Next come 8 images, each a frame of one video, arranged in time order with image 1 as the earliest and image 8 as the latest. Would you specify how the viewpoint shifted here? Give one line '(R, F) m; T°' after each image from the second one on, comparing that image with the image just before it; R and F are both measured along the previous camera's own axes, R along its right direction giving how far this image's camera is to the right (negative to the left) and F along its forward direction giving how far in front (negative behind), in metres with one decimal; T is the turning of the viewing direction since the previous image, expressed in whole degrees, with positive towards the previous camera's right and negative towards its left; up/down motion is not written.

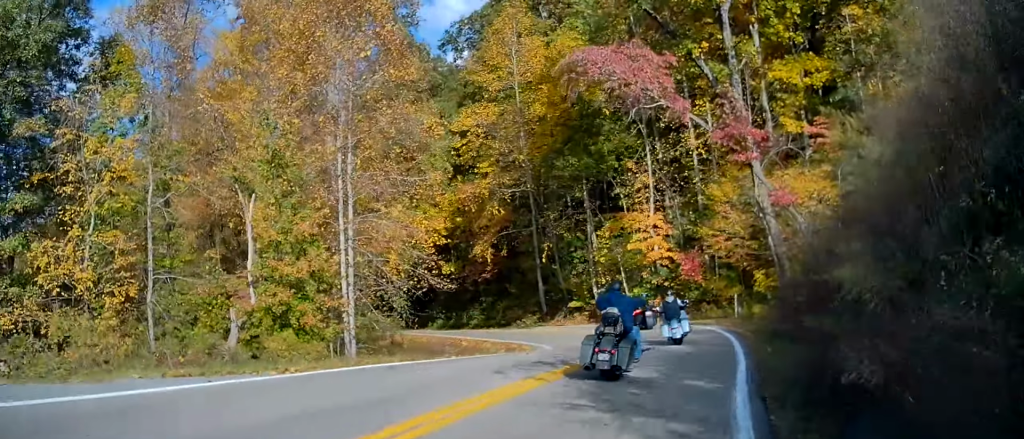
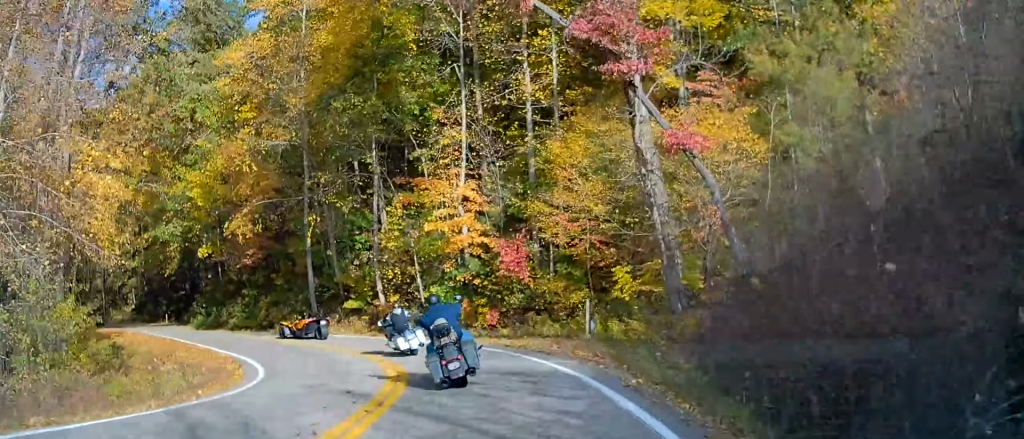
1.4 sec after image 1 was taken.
(+0.8, +12.5) m; +9°
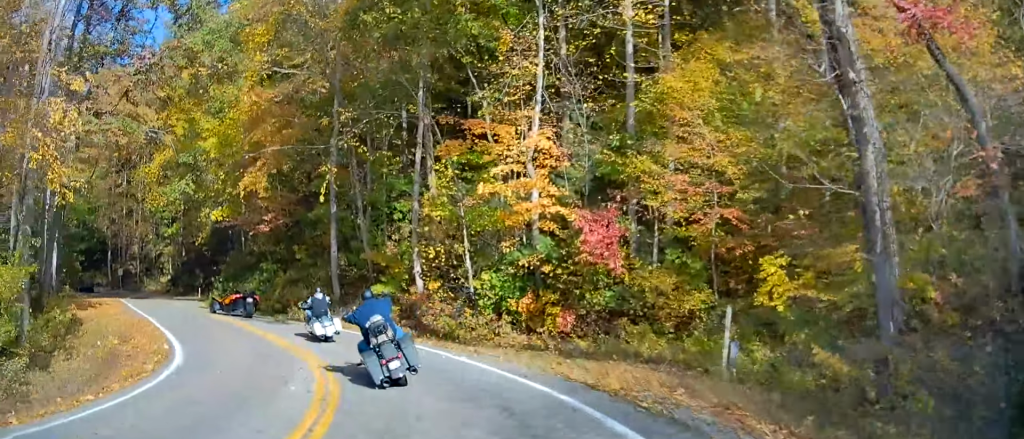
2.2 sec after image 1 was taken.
(+0.5, +8.6) m; -2°
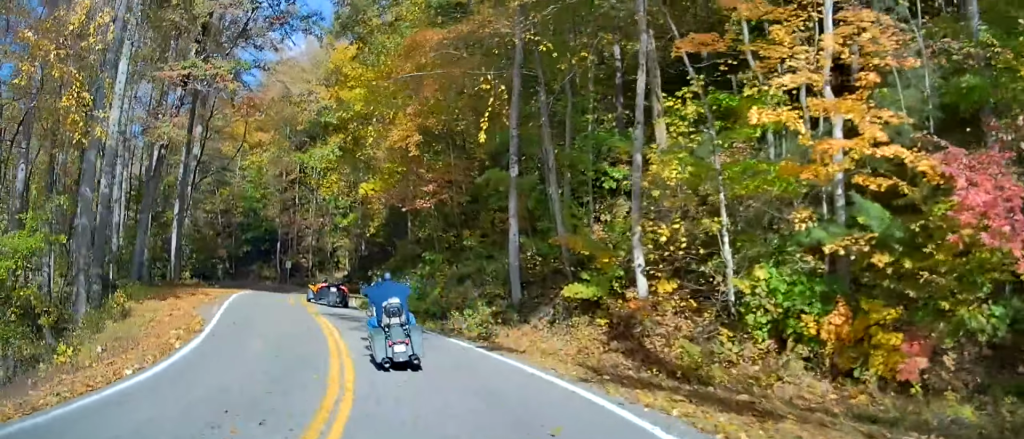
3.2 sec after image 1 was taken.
(-0.7, +10.0) m; -8°
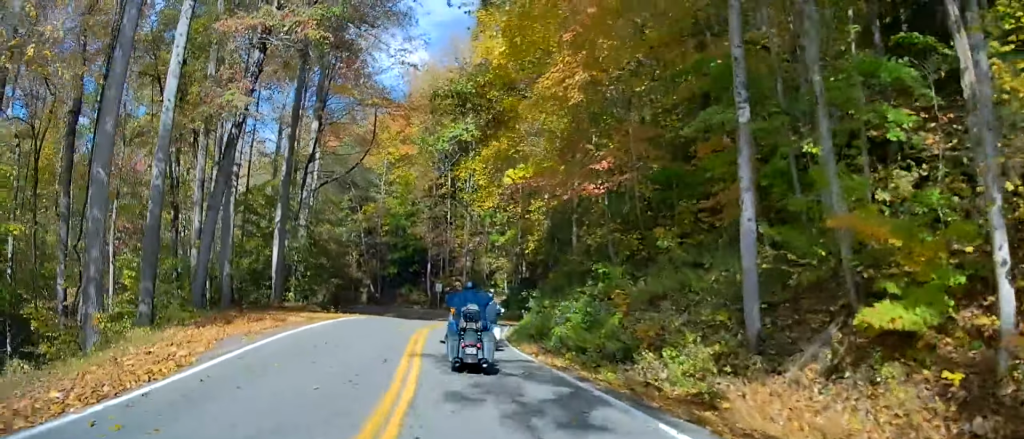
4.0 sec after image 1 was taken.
(-0.6, +8.9) m; -6°
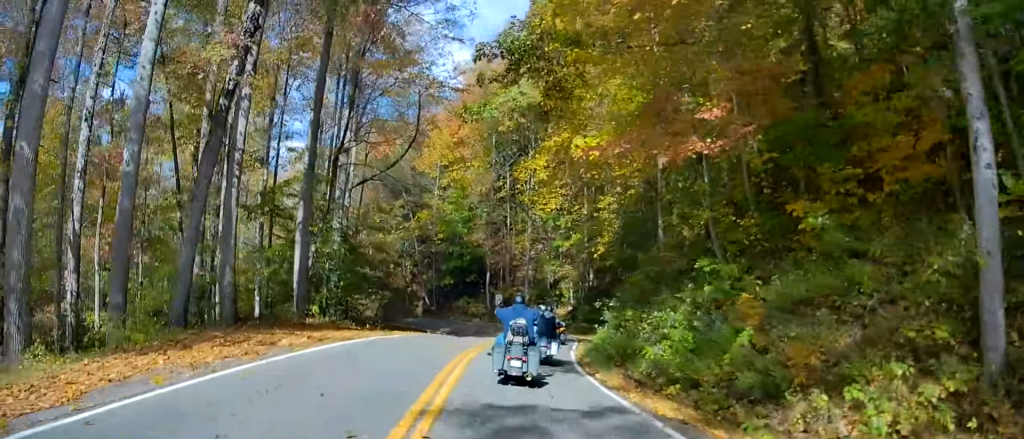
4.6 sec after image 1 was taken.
(0.0, +5.8) m; -3°
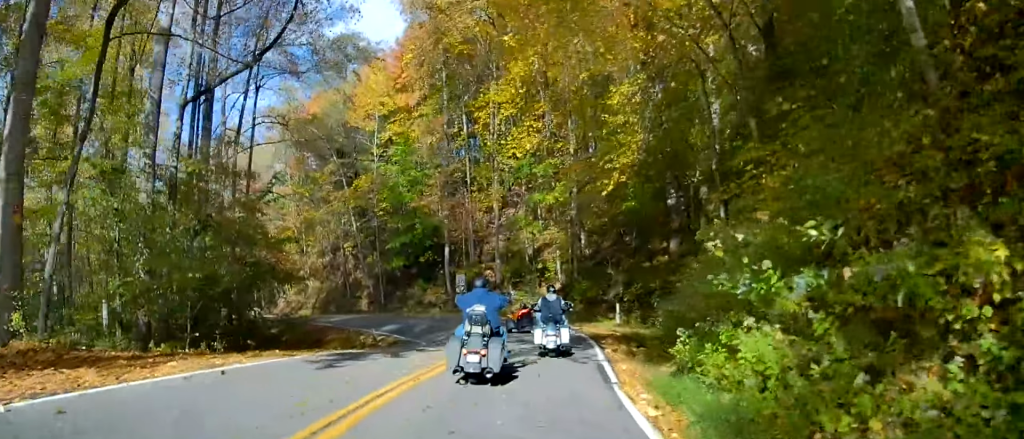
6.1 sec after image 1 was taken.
(-0.7, +15.8) m; -4°
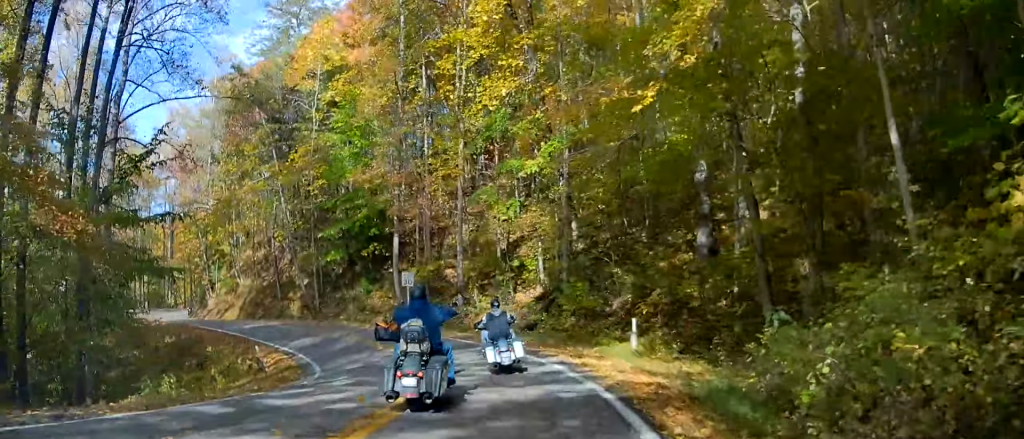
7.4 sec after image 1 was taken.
(-0.4, +12.3) m; -1°
